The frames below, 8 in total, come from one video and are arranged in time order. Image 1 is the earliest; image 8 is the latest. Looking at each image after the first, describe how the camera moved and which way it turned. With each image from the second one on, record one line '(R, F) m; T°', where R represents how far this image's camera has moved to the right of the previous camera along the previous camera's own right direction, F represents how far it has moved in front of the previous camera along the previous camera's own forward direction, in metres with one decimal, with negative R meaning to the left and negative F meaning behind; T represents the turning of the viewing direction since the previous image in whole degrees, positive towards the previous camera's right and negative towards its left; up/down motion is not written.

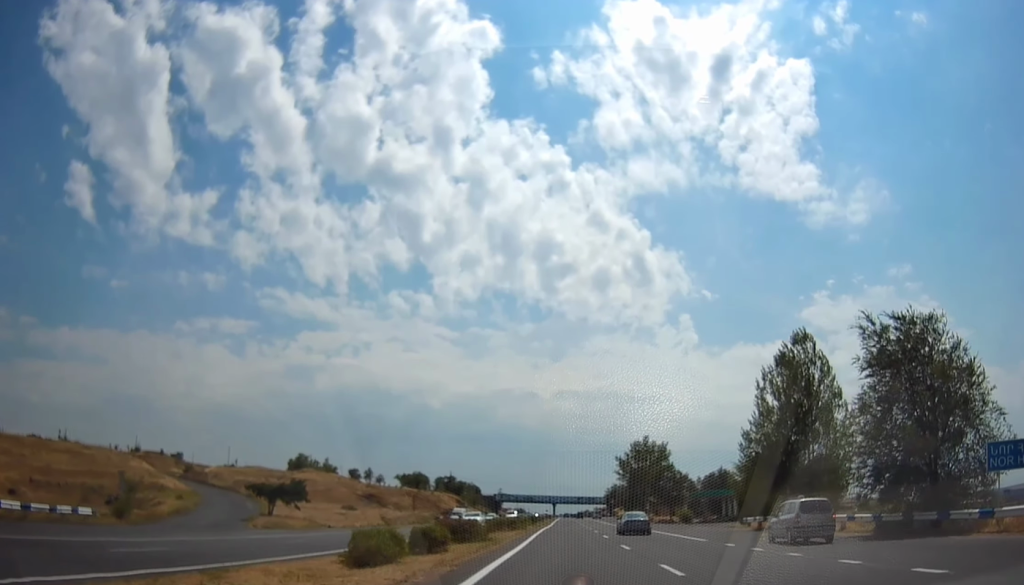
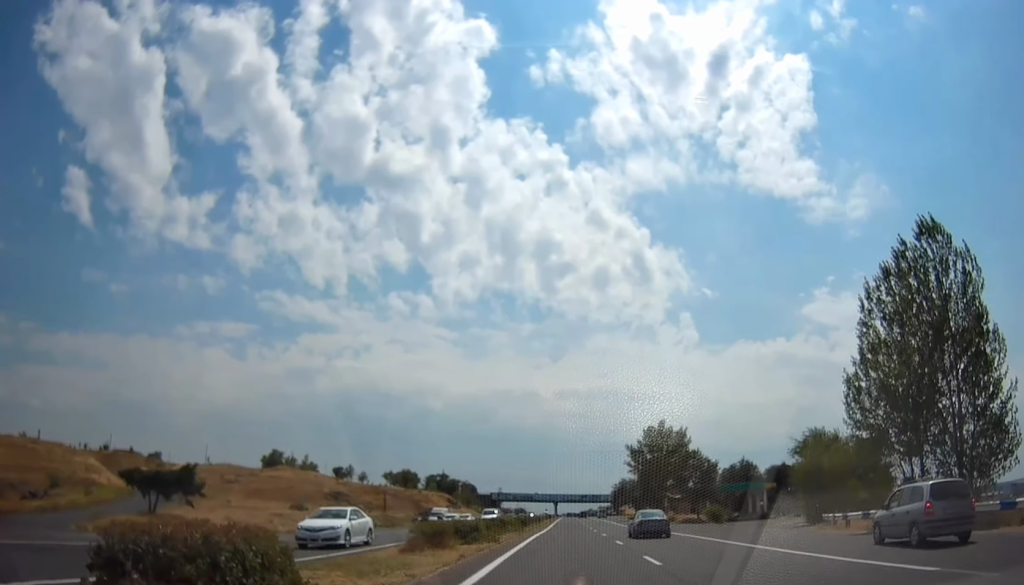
(+0.2, +19.5) m; +1°
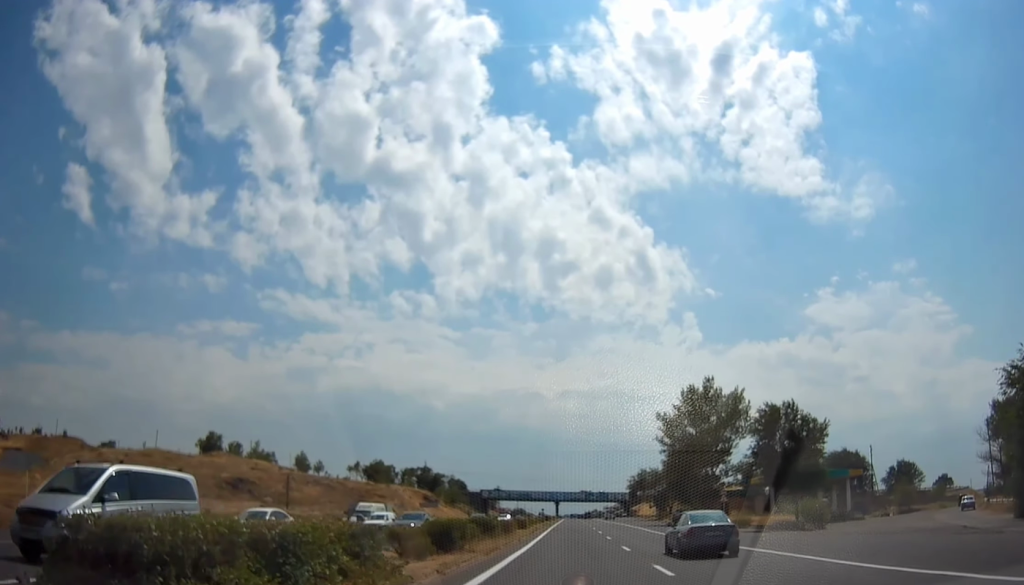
(+0.1, +34.8) m; +1°
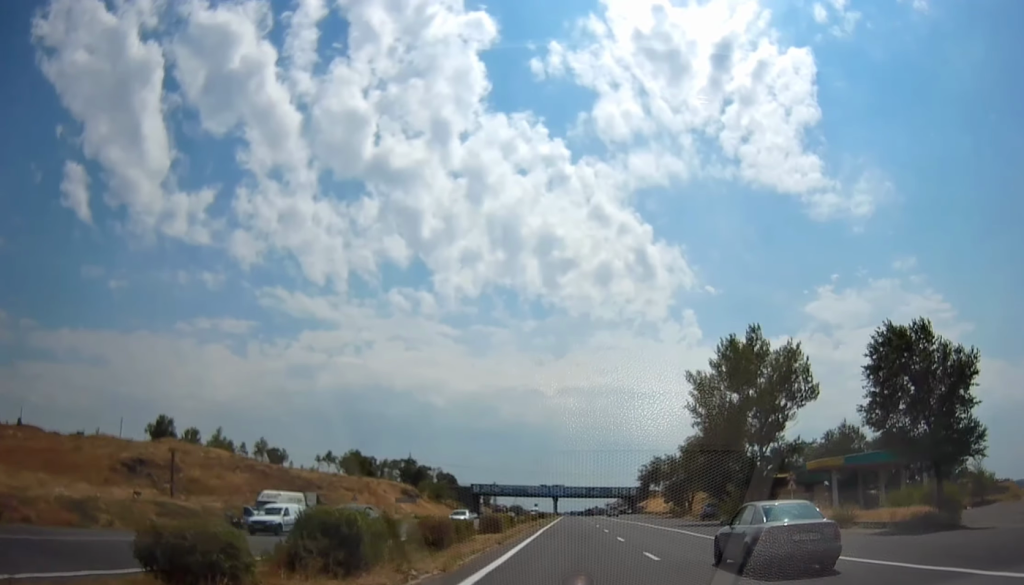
(+0.2, +19.4) m; 0°
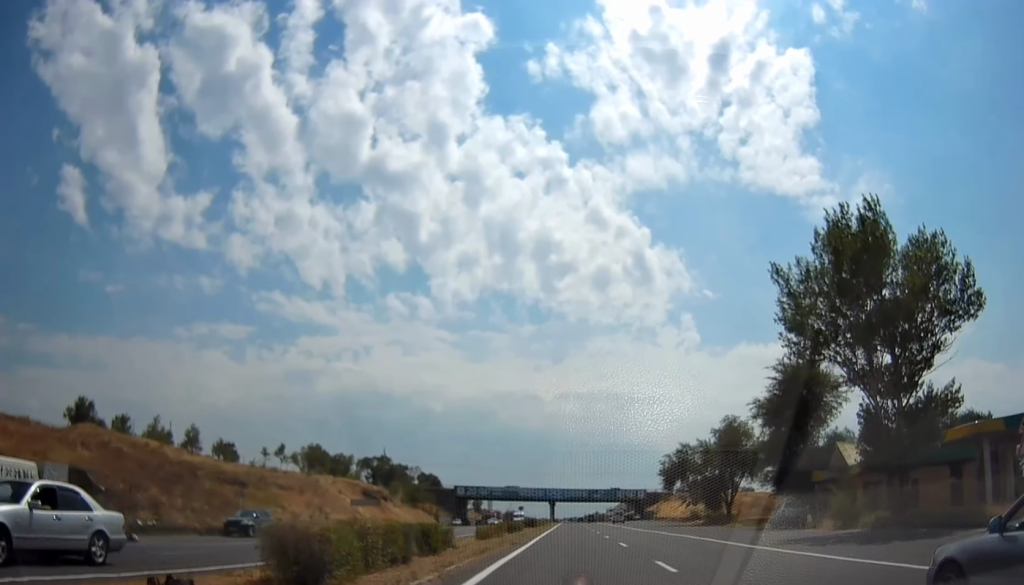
(-0.2, +24.5) m; 0°
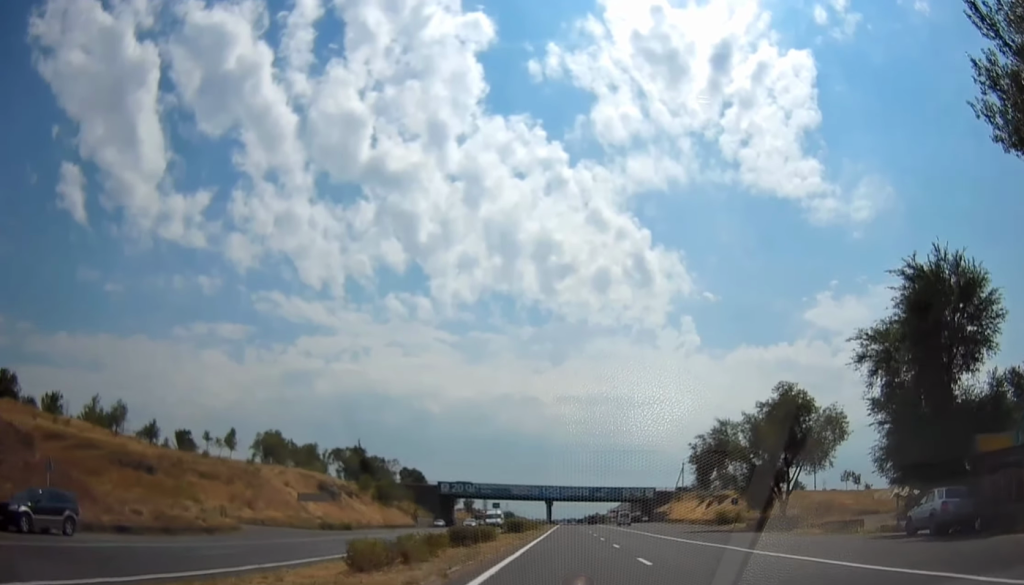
(+0.1, +19.4) m; 0°
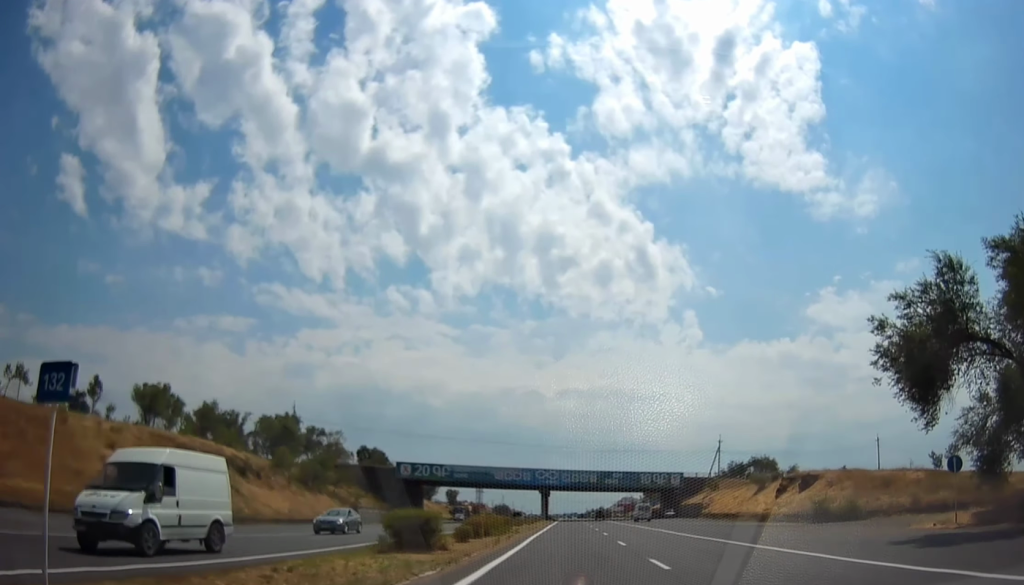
(-0.4, +35.8) m; -1°
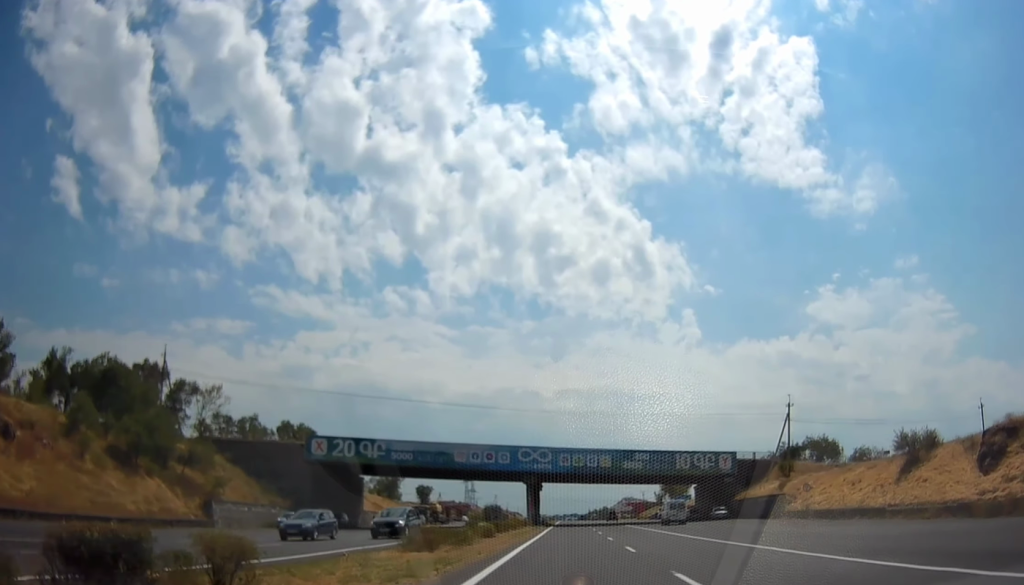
(+0.2, +38.4) m; 0°
